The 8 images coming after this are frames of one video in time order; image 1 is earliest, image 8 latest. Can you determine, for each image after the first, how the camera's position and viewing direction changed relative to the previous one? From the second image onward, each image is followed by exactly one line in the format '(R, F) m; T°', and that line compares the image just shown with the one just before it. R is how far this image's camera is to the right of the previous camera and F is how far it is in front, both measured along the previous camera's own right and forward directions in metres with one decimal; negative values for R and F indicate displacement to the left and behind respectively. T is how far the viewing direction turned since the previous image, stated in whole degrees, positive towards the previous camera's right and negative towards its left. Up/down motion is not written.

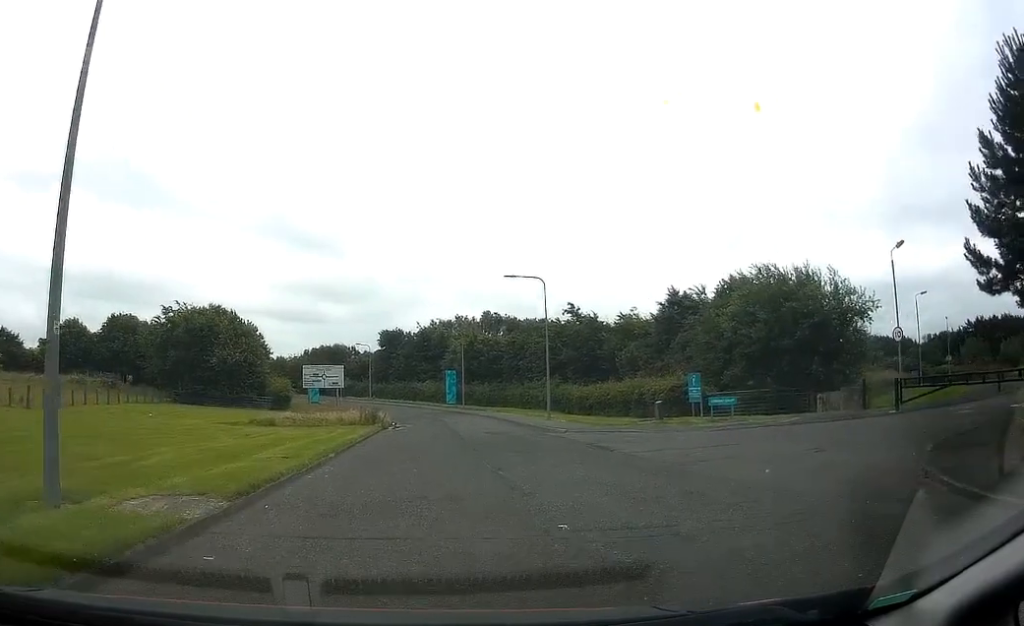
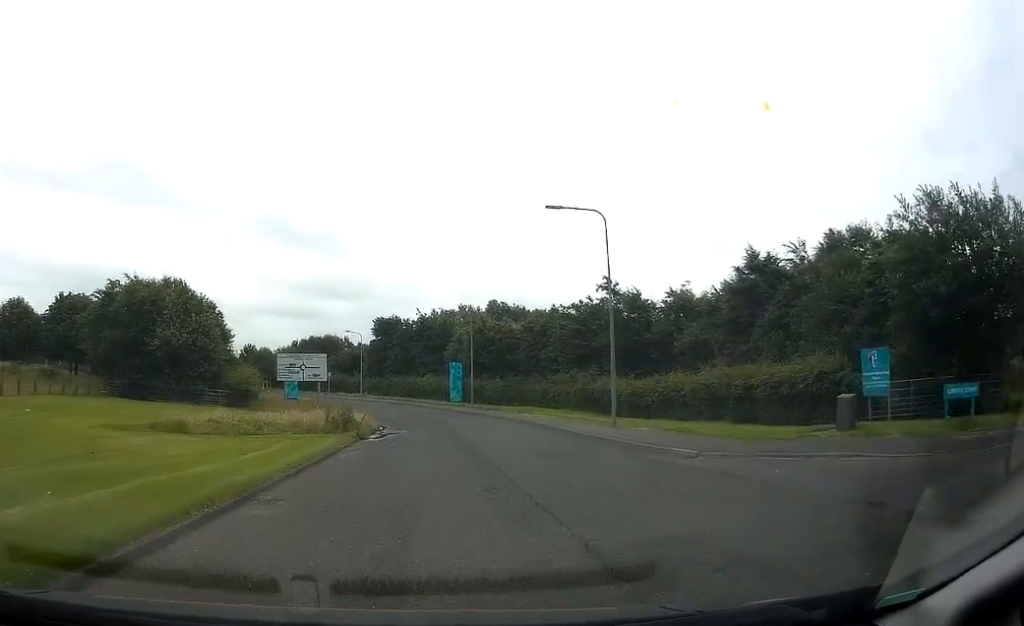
(-0.3, +13.7) m; 0°
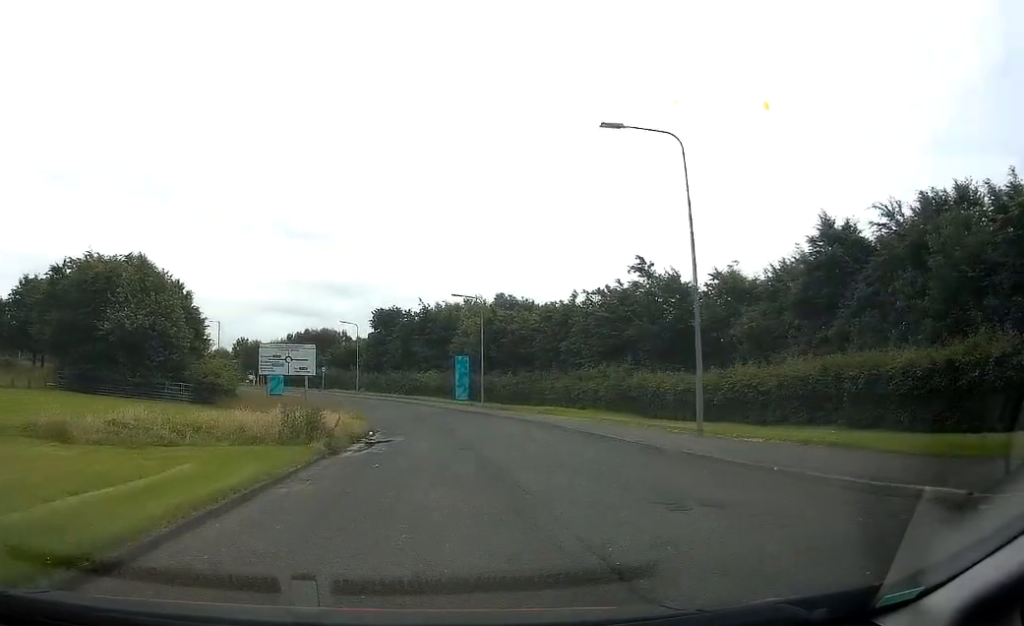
(+0.2, +8.4) m; +1°
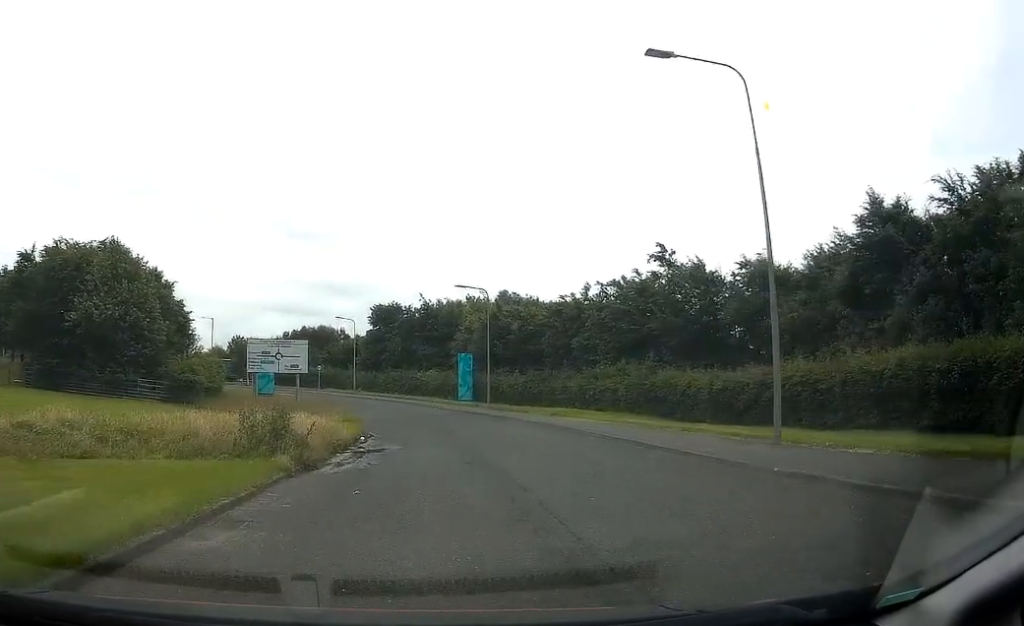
(0.0, +4.4) m; 0°
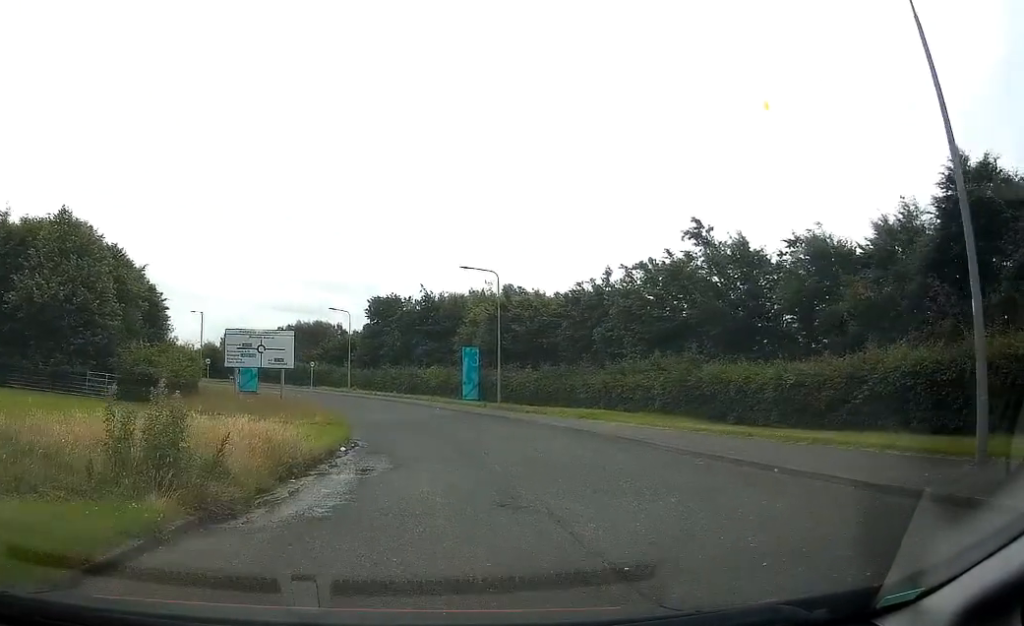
(0.0, +6.3) m; -1°
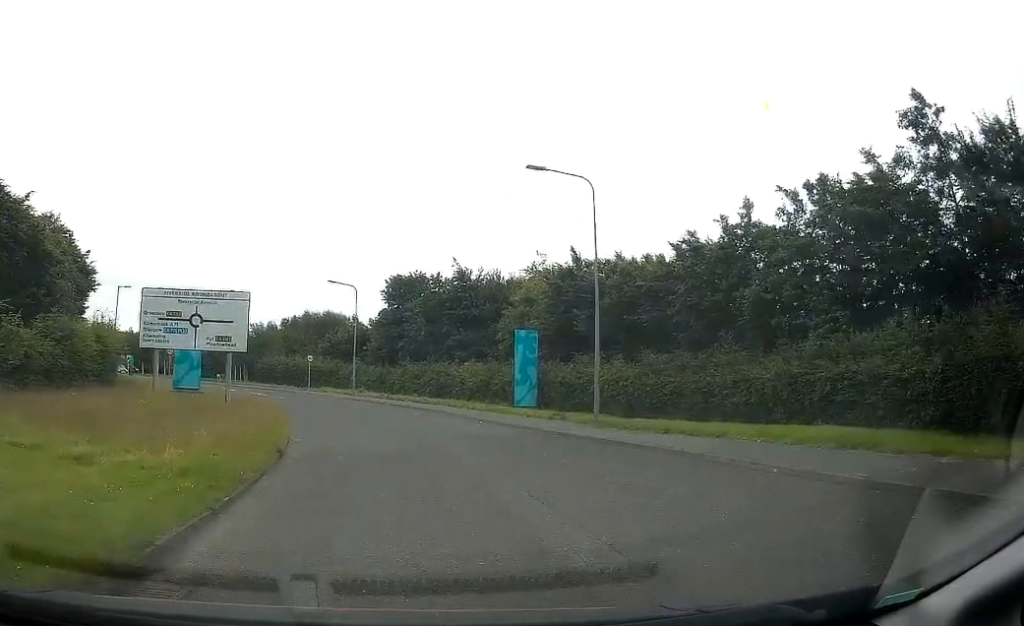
(-1.1, +18.7) m; -6°
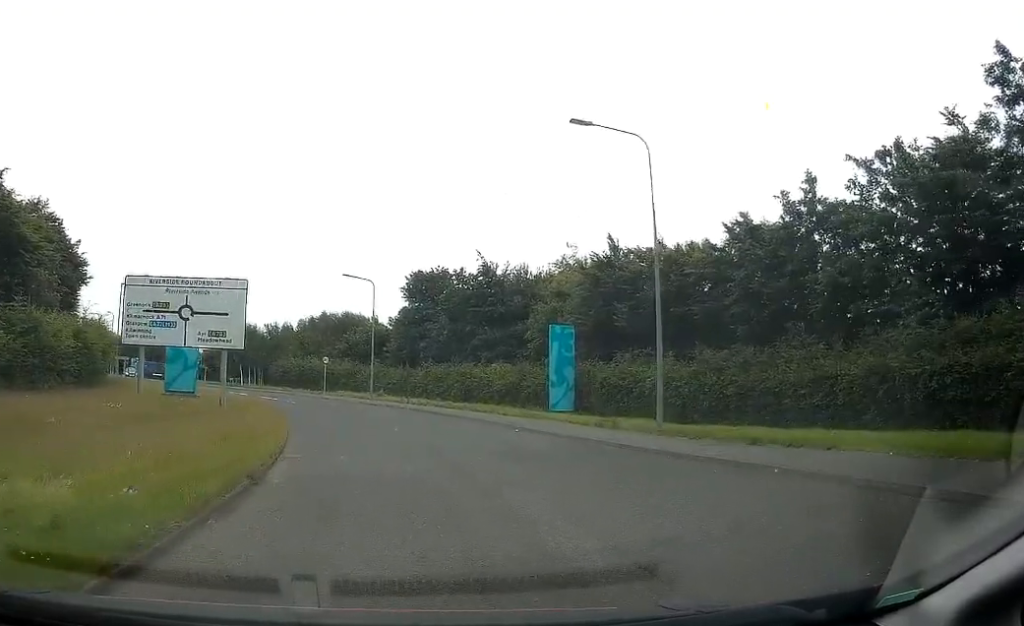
(0.0, +4.2) m; 0°
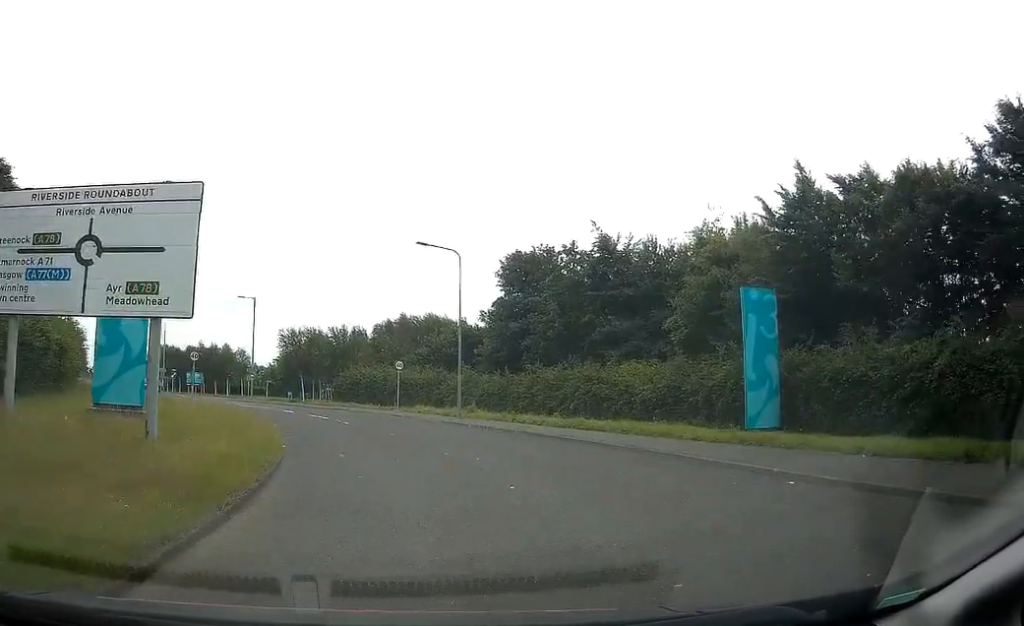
(-0.2, +14.1) m; -3°
